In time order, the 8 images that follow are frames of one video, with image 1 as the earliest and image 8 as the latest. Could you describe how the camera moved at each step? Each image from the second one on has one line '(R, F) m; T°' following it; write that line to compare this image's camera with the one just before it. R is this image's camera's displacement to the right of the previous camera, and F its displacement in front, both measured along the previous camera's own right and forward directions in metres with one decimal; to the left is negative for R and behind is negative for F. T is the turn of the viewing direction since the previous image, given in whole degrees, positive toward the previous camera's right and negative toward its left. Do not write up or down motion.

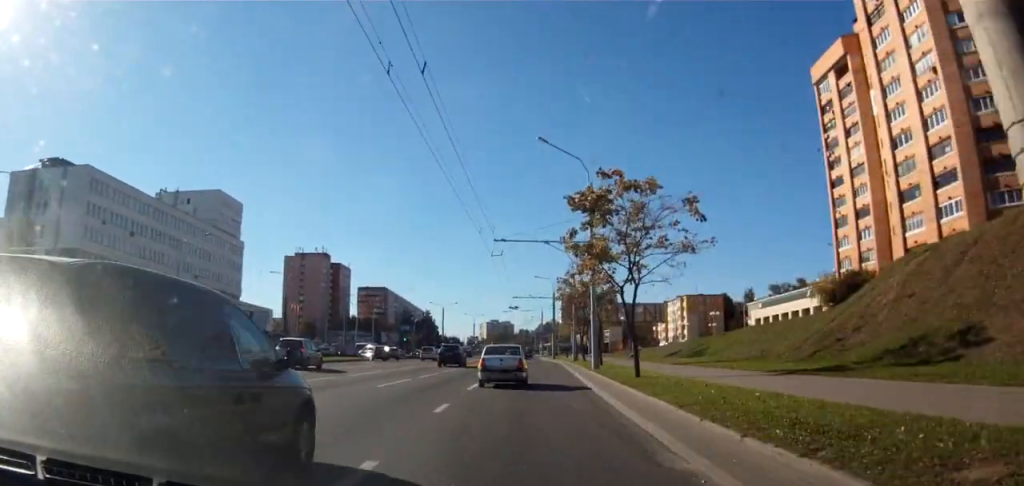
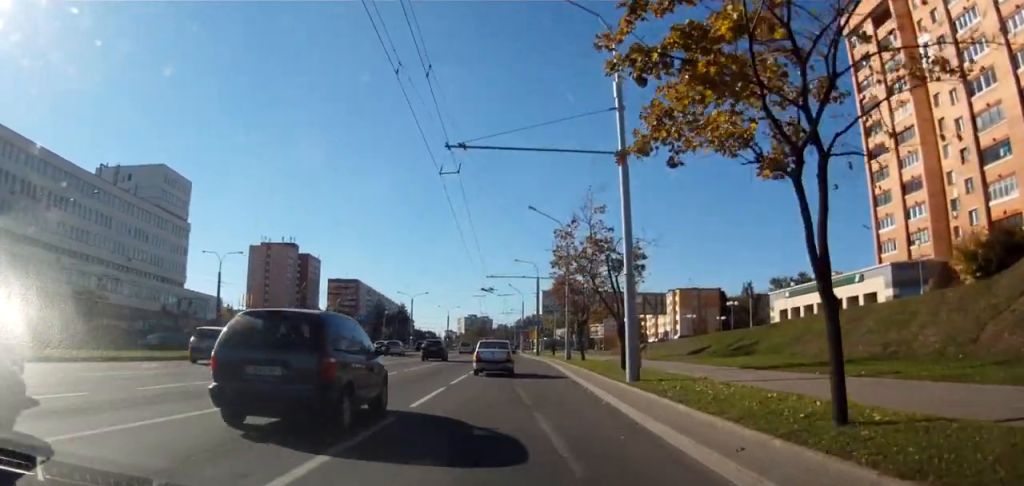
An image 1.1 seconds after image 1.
(+0.3, +15.8) m; +2°
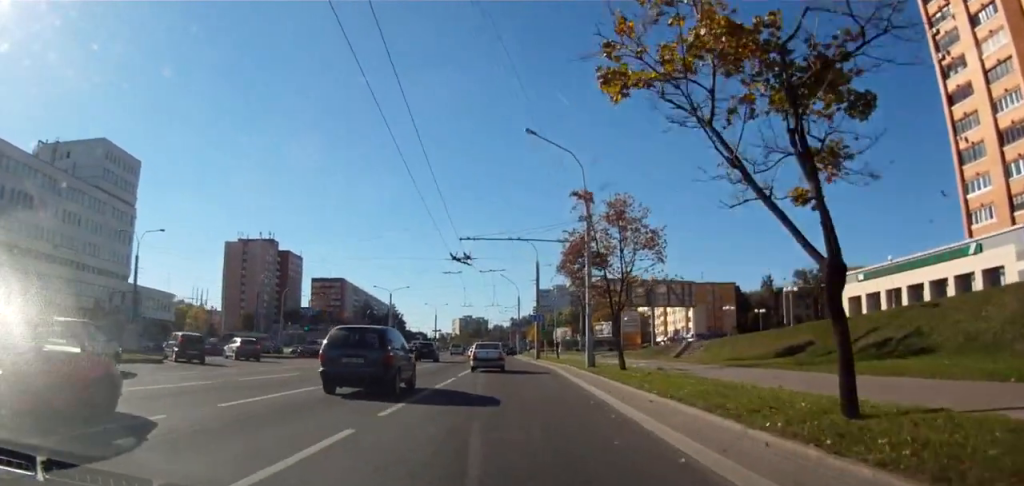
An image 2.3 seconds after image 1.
(+0.4, +18.2) m; +1°
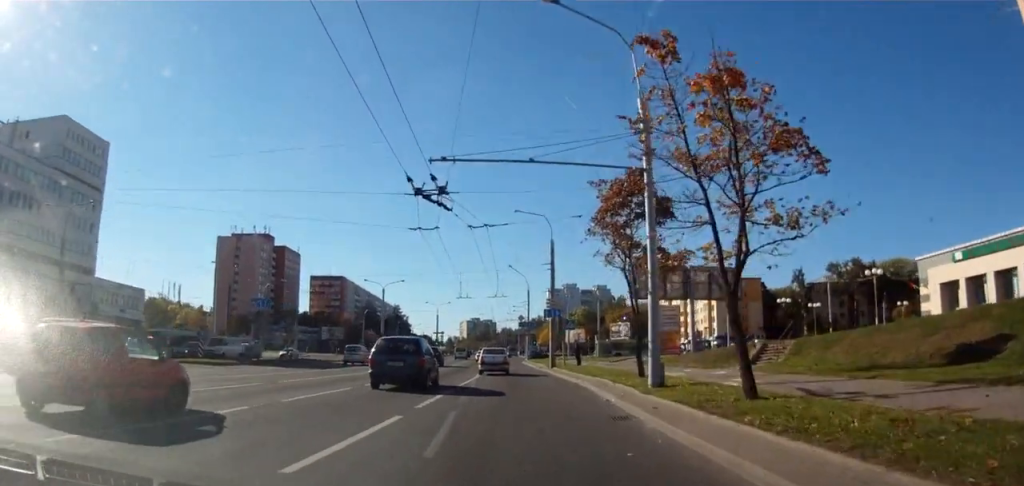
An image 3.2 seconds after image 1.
(-0.1, +13.6) m; -1°
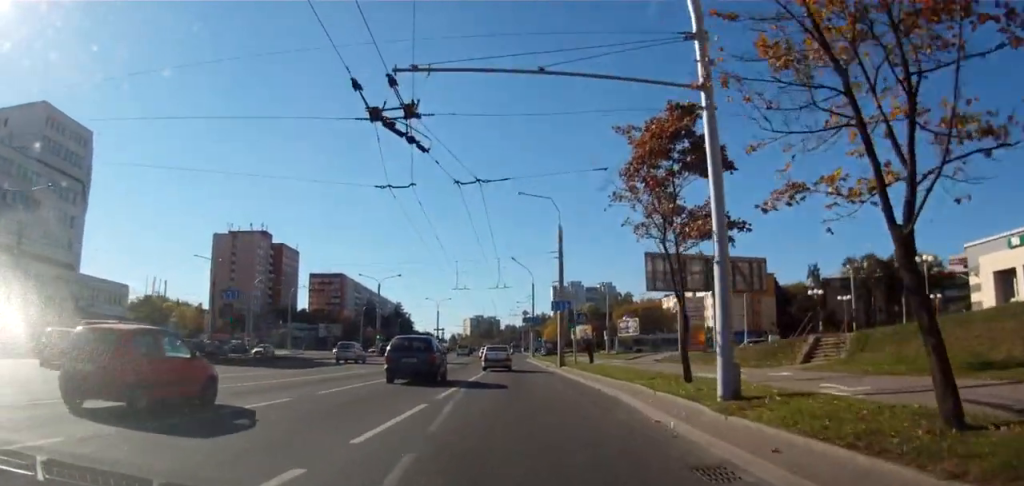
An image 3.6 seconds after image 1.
(0.0, +5.9) m; 0°
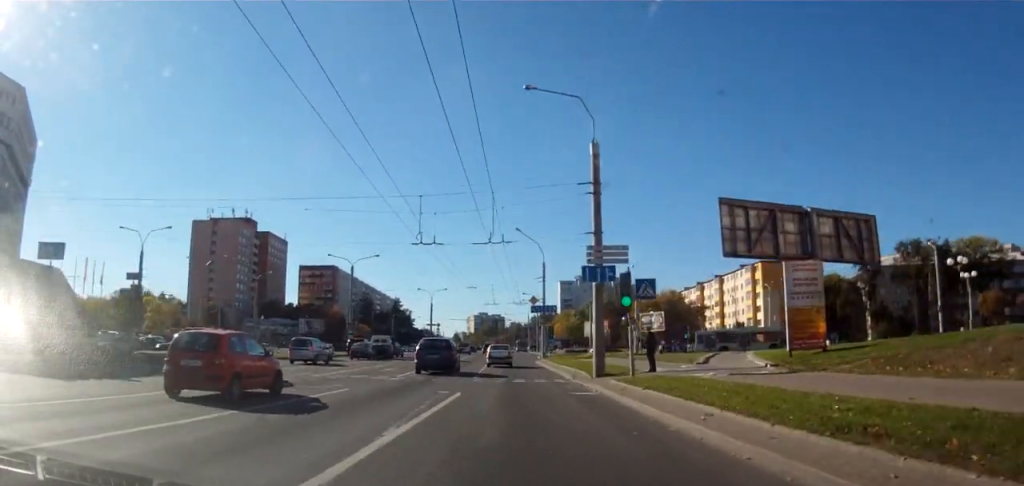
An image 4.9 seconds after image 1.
(-0.1, +18.1) m; 0°
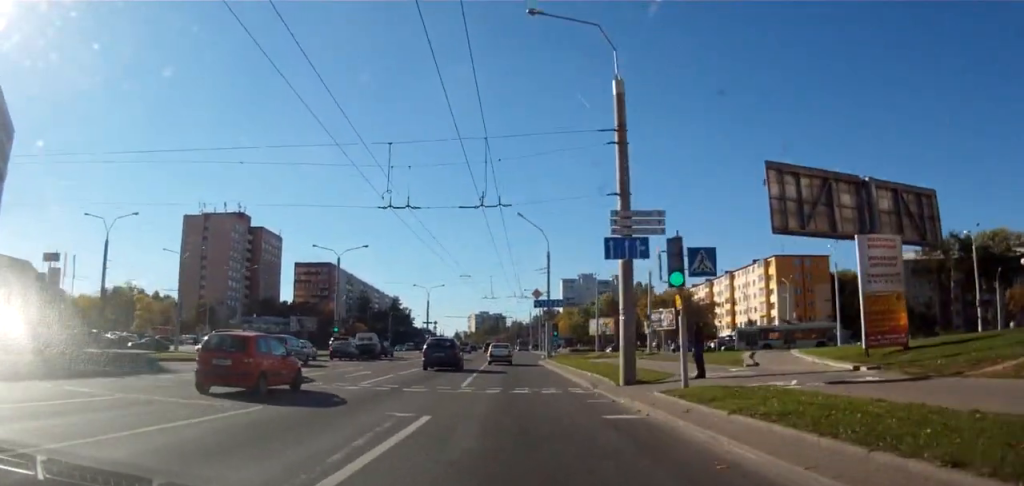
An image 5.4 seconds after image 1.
(+0.1, +6.8) m; 0°
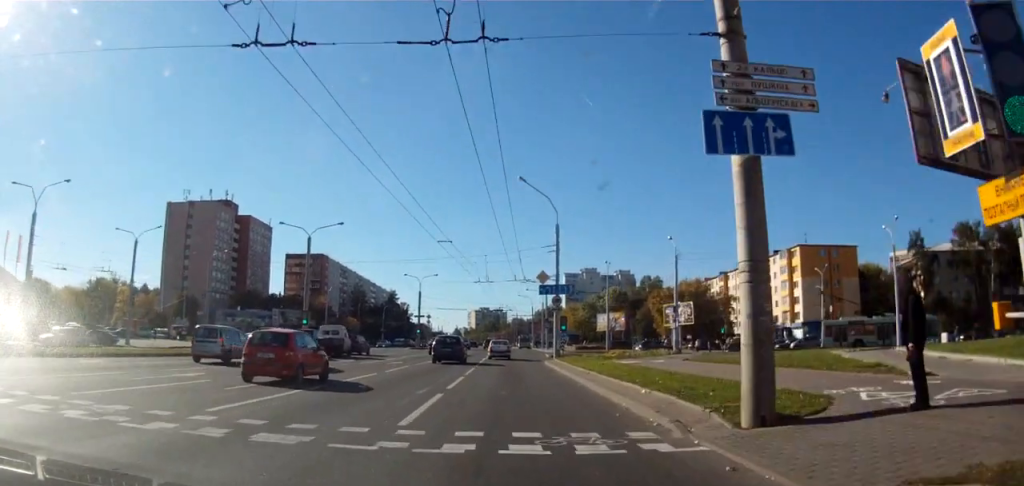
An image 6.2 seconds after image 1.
(0.0, +11.1) m; -1°
